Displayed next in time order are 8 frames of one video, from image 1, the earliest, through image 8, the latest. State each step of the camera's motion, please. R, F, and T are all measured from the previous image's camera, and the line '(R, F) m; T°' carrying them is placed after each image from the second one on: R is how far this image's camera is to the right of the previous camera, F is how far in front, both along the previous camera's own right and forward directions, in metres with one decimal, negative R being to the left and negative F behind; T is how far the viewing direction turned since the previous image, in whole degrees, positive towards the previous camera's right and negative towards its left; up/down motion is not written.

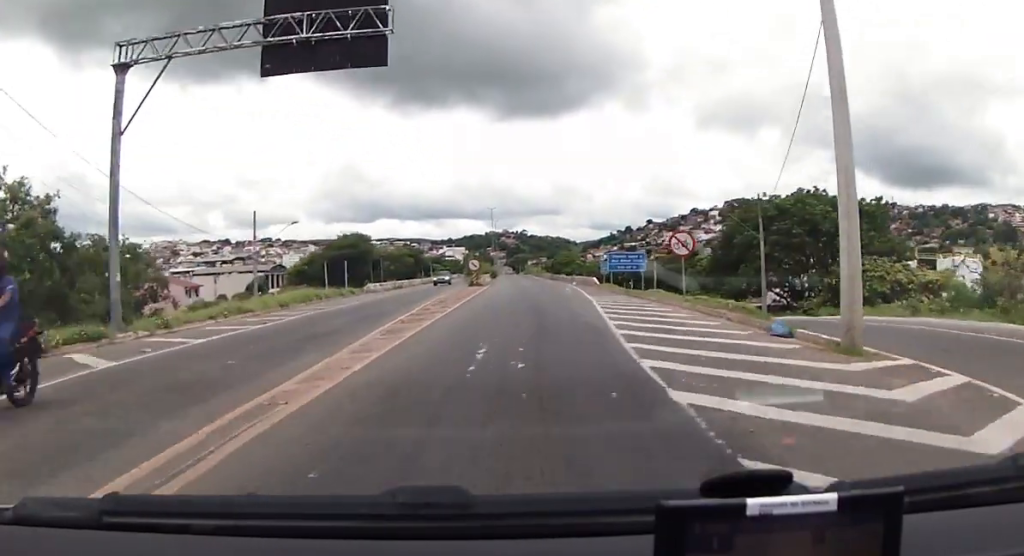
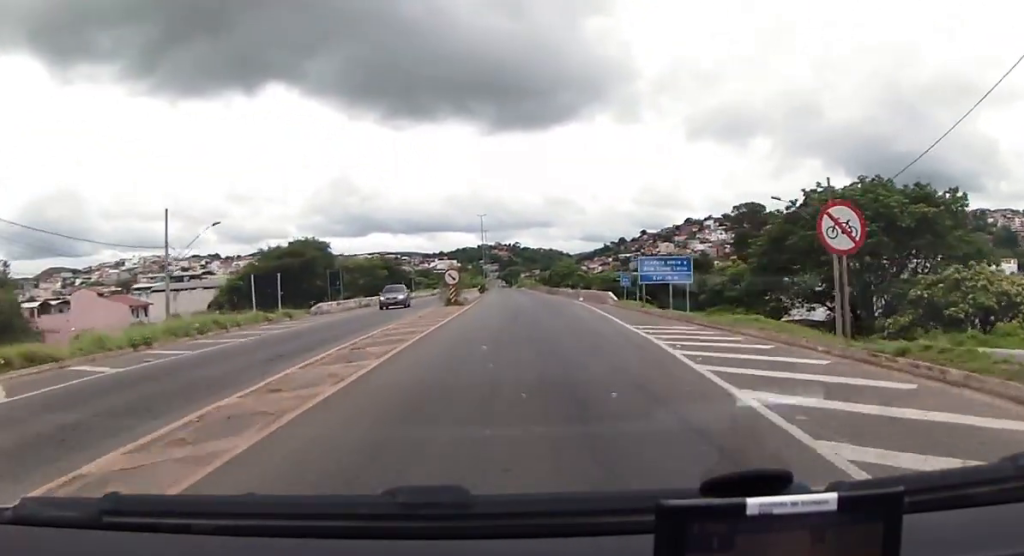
(+0.2, +13.8) m; +1°
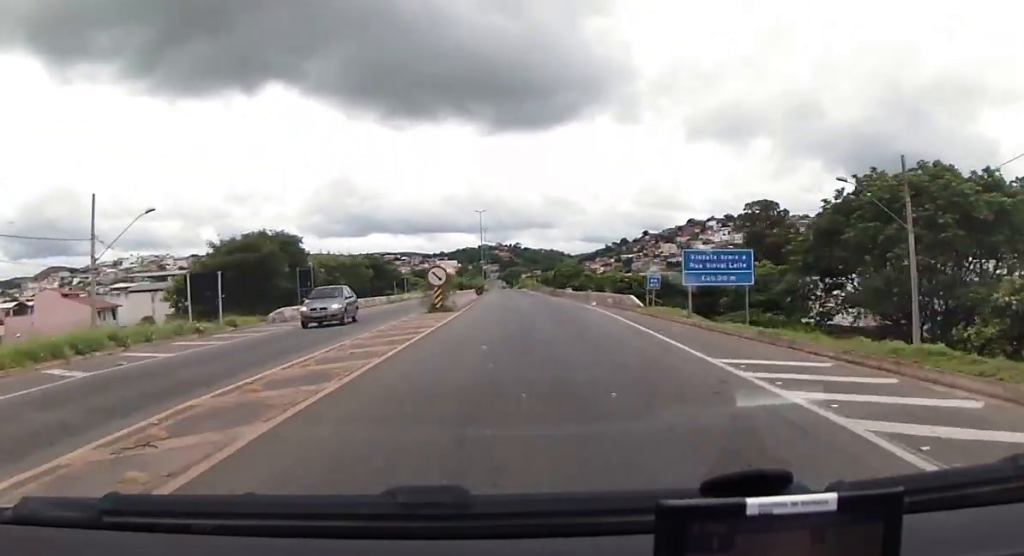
(+0.1, +8.3) m; 0°
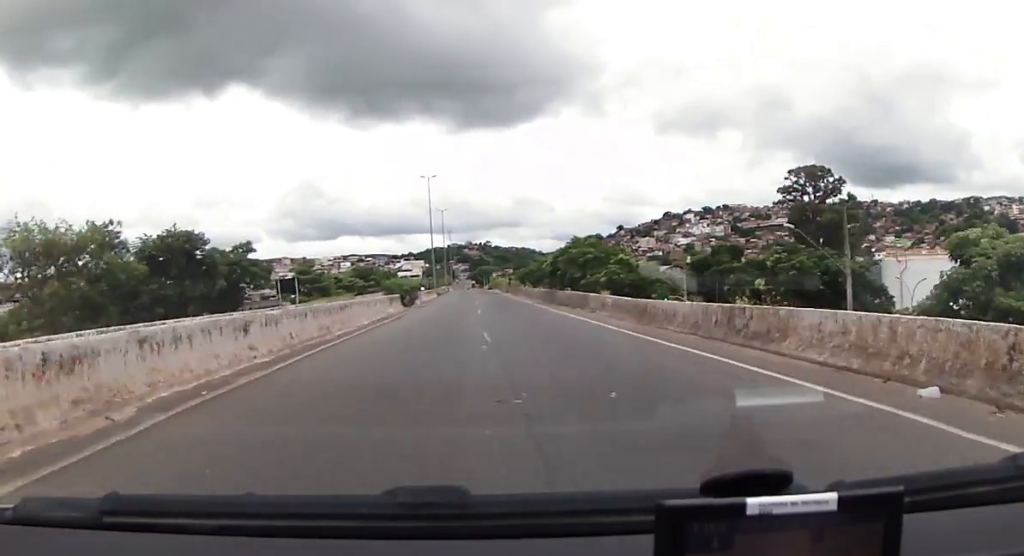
(+0.4, +39.7) m; +3°
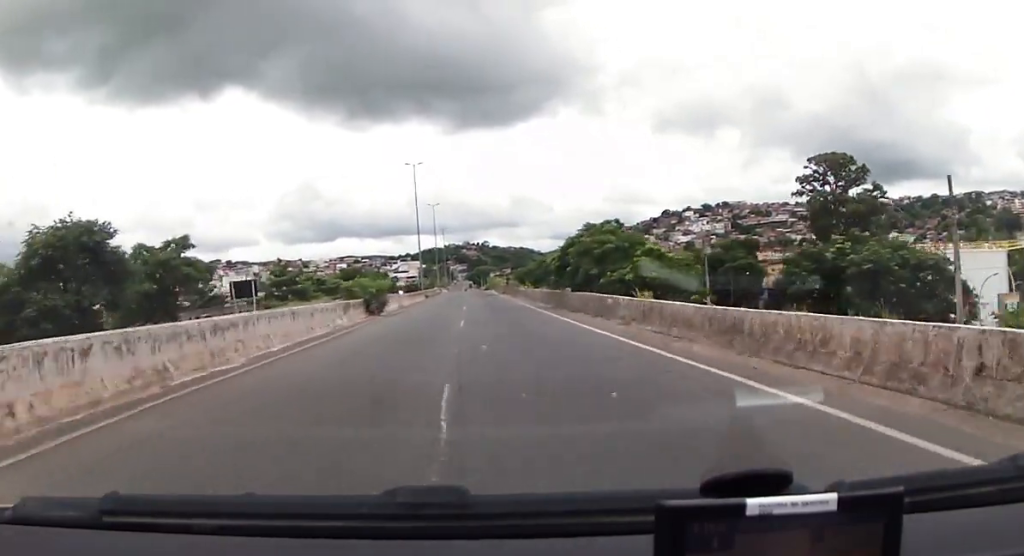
(-0.1, +9.5) m; 0°
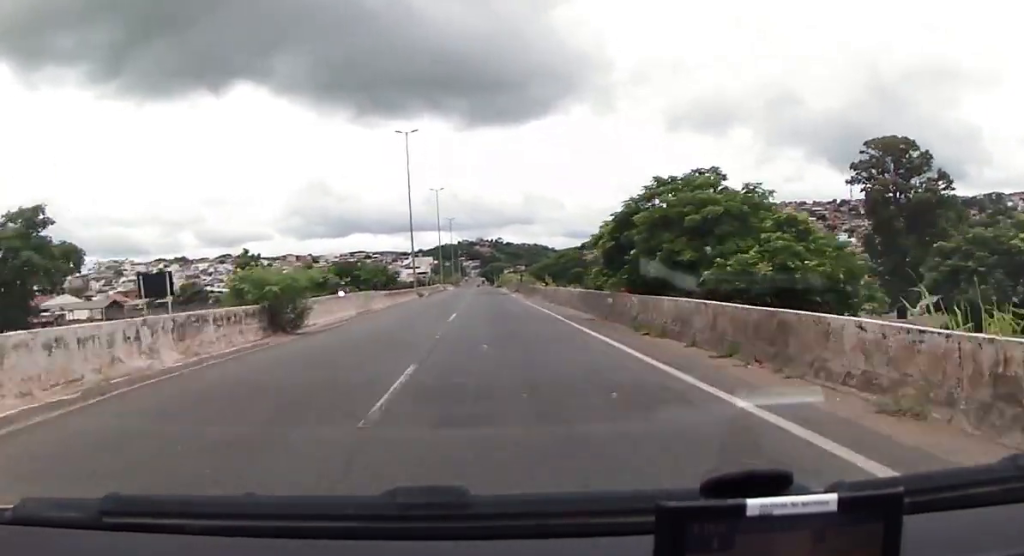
(-0.2, +14.5) m; -1°
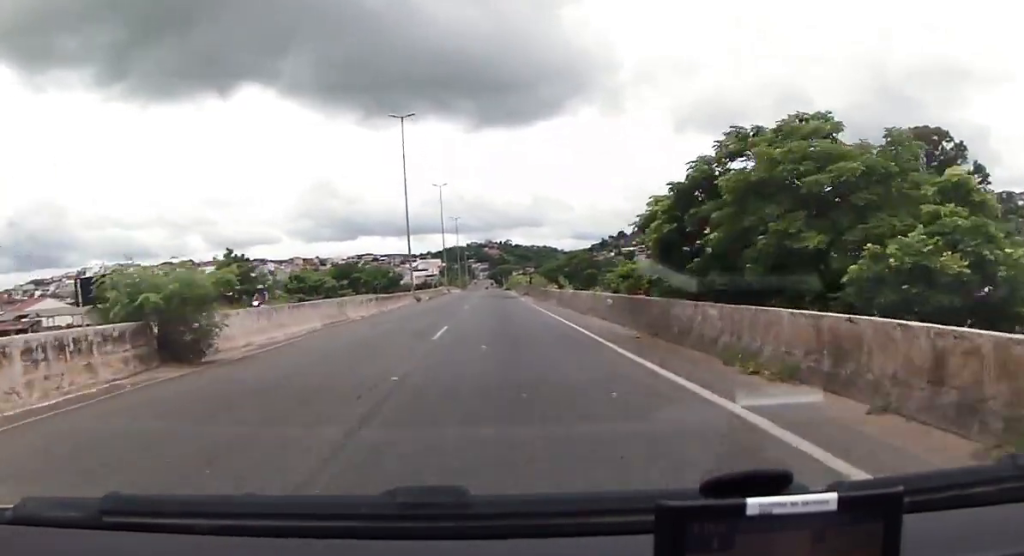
(+0.1, +6.5) m; -1°
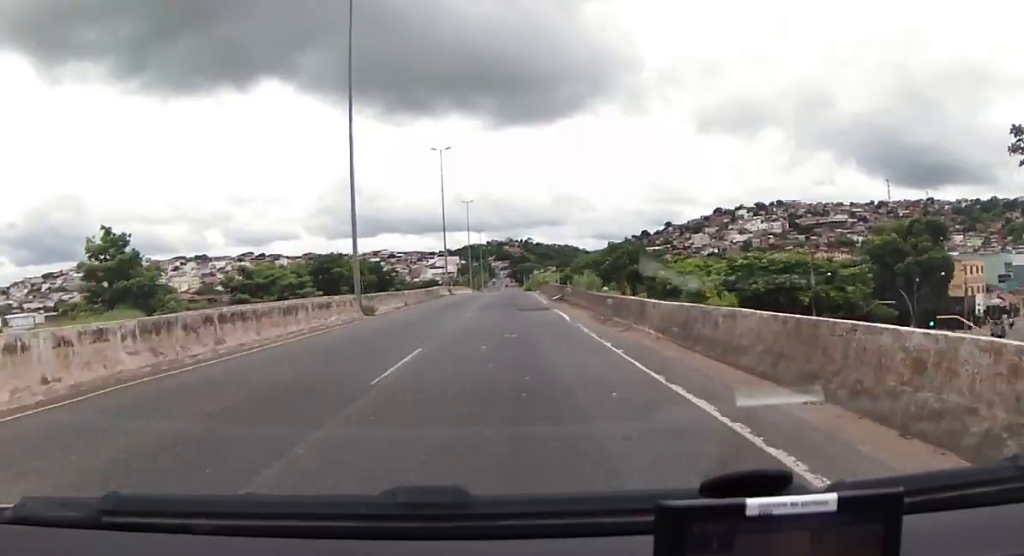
(-0.3, +24.1) m; -1°
